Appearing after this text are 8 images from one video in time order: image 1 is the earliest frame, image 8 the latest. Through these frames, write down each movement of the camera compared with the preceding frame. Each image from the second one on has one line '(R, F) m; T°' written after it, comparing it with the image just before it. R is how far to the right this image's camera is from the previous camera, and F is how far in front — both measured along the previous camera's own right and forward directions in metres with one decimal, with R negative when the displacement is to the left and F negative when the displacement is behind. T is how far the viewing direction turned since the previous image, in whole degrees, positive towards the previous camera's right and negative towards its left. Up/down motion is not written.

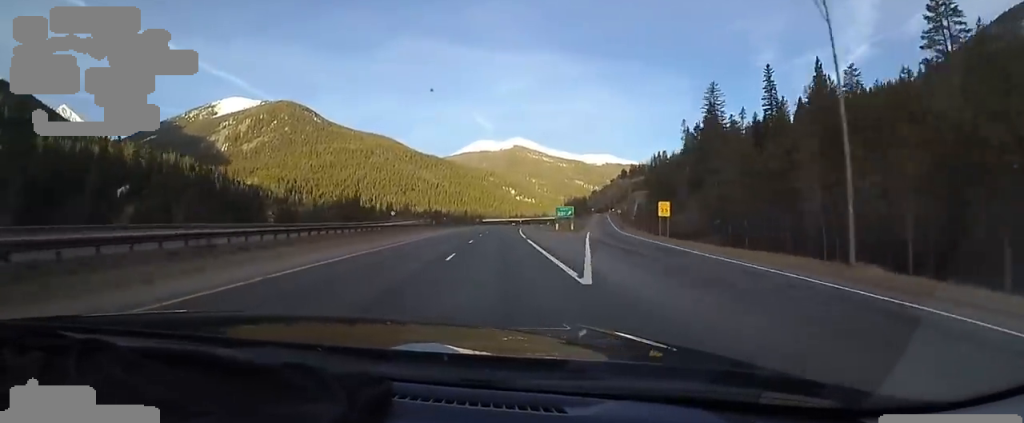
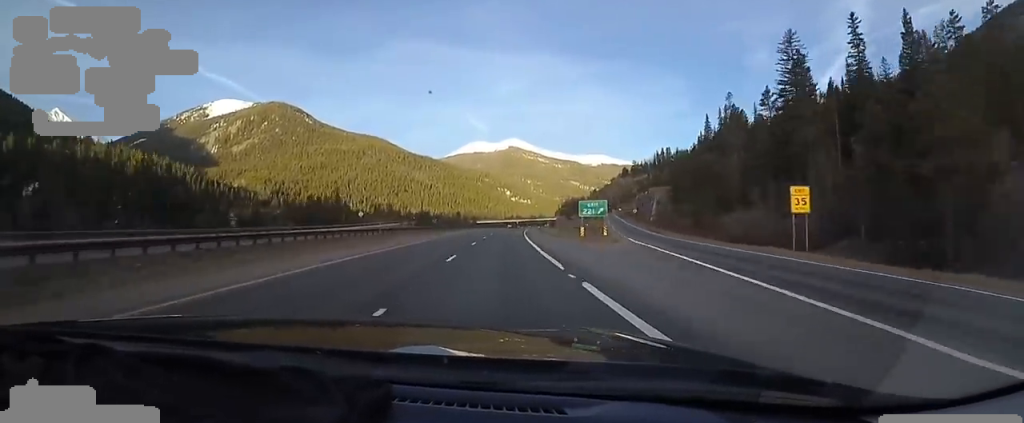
(0.0, +23.7) m; 0°
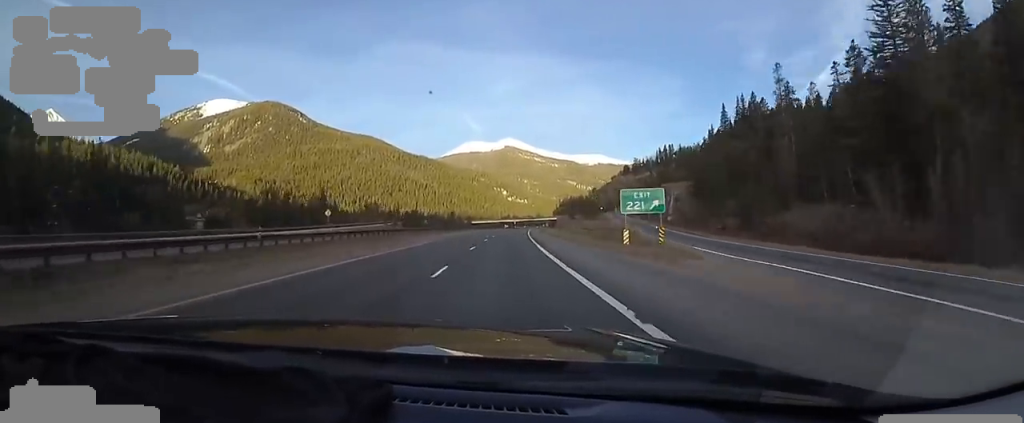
(-0.1, +16.5) m; +1°
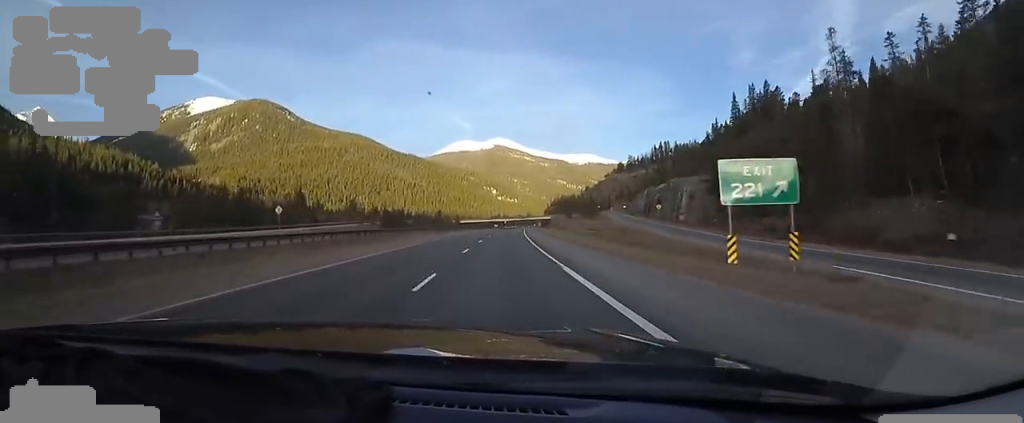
(-0.2, +14.4) m; +1°
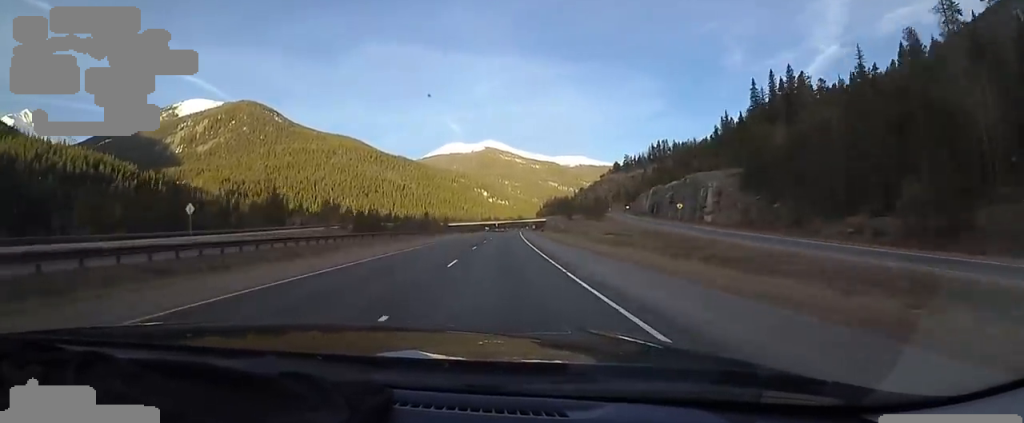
(+0.7, +17.4) m; +2°
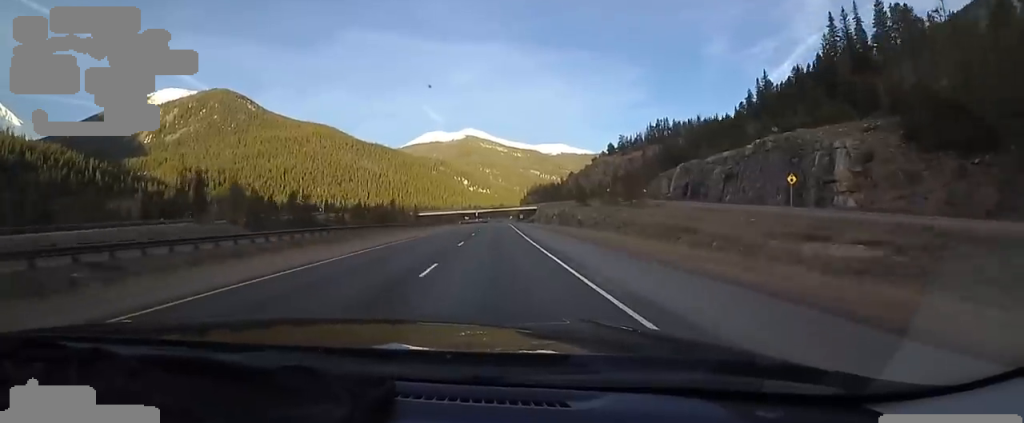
(+1.1, +41.1) m; +4°
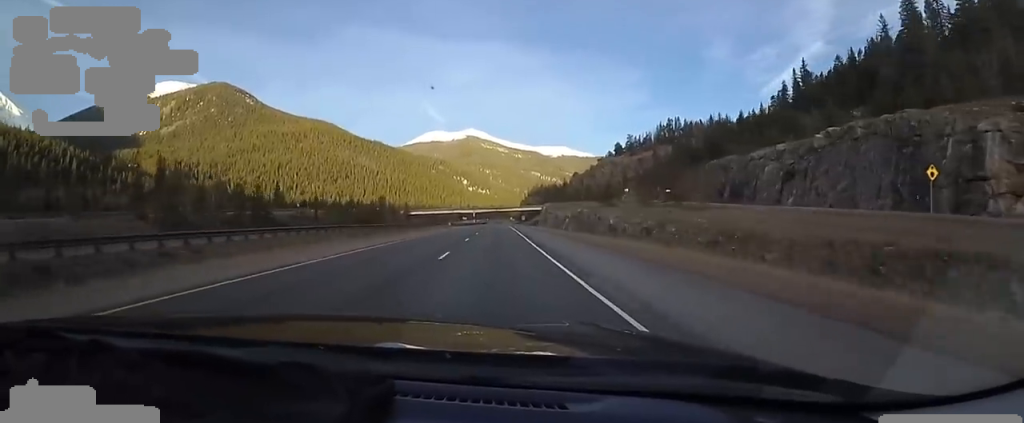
(+0.7, +19.5) m; 0°
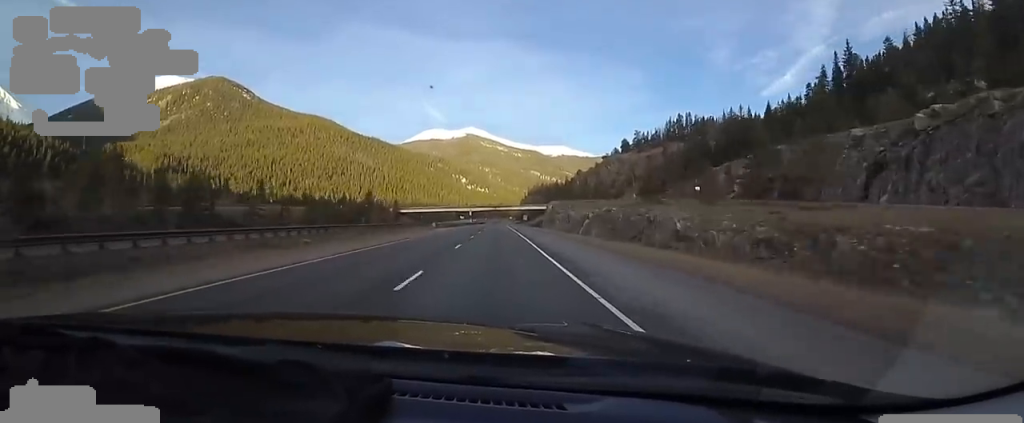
(+0.2, +18.5) m; -1°
